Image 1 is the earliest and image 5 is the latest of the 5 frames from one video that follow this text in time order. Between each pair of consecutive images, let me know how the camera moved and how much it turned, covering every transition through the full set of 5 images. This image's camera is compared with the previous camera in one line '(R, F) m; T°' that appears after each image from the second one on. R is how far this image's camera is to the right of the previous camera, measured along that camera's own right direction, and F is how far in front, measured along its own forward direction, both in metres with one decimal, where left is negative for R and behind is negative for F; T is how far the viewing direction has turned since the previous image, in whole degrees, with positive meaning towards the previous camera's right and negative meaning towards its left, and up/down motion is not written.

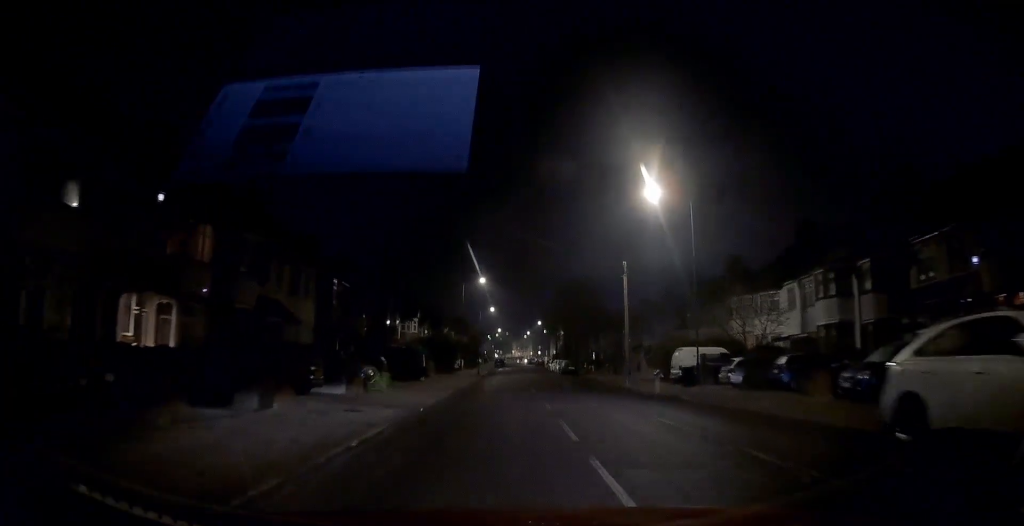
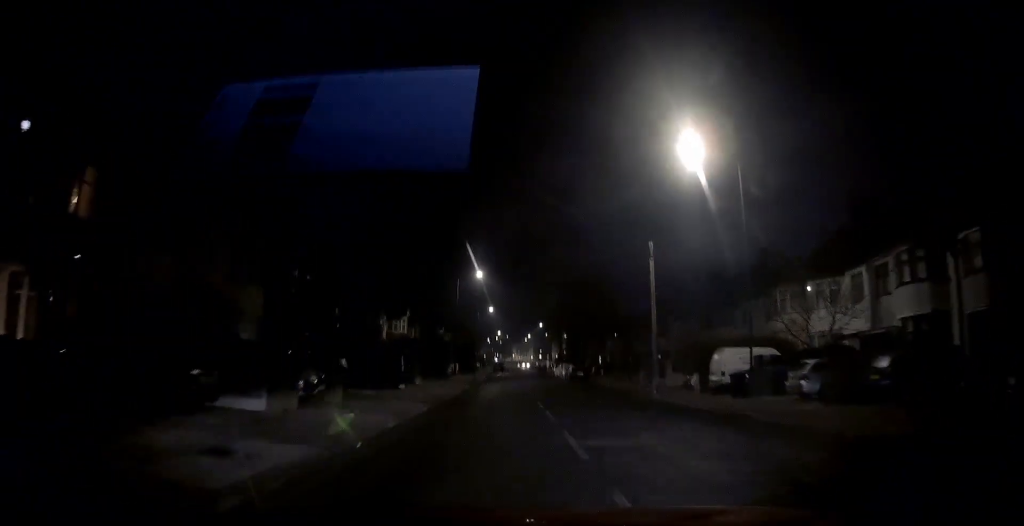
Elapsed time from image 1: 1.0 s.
(0.0, +7.5) m; -1°
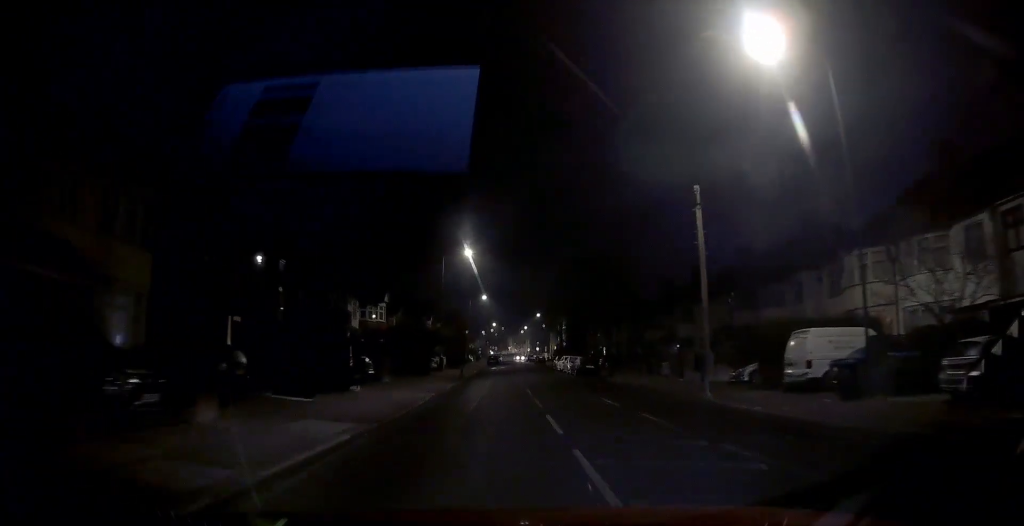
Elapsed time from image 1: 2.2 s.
(-0.2, +9.0) m; 0°
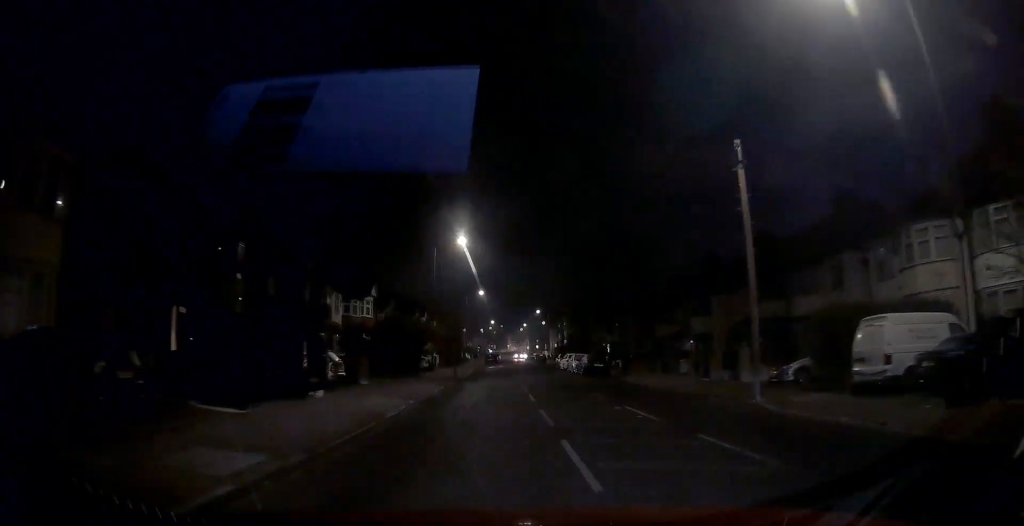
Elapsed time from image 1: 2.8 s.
(+0.1, +4.5) m; 0°
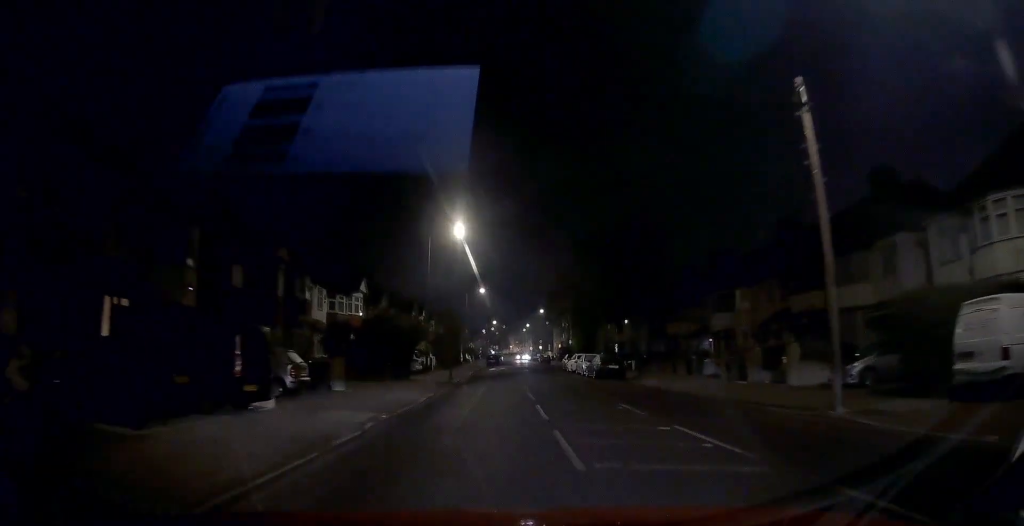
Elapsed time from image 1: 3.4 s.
(+0.1, +4.3) m; 0°
